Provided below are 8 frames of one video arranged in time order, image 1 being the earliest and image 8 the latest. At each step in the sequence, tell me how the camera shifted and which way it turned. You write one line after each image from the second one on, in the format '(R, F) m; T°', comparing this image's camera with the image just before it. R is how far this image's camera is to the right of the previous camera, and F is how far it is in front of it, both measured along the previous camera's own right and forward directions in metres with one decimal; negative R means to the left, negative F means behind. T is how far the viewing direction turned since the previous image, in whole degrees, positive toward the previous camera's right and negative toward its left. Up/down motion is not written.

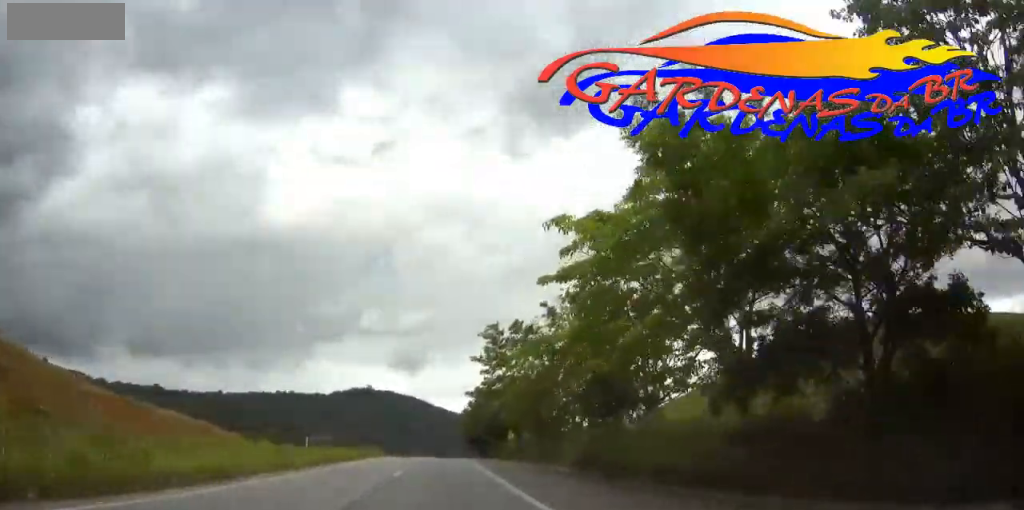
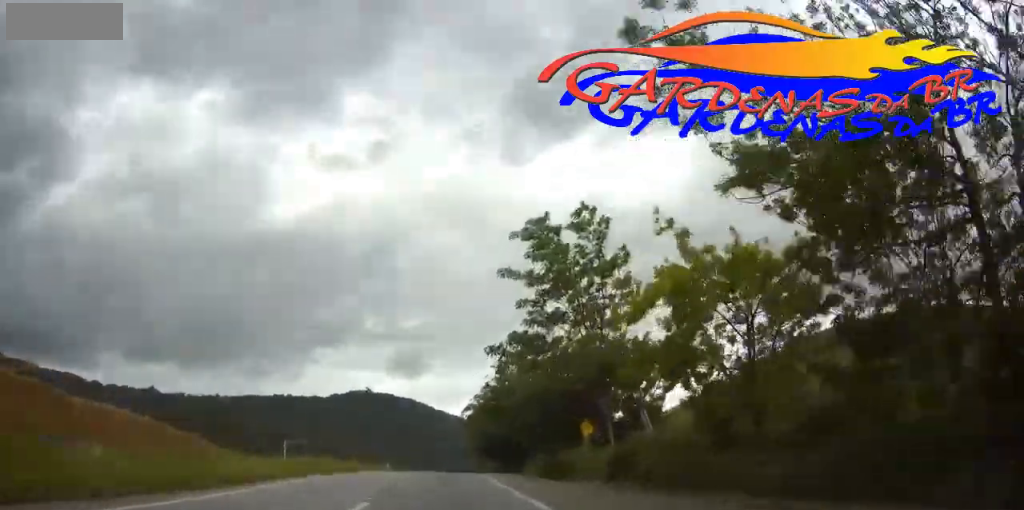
(0.0, +31.3) m; 0°
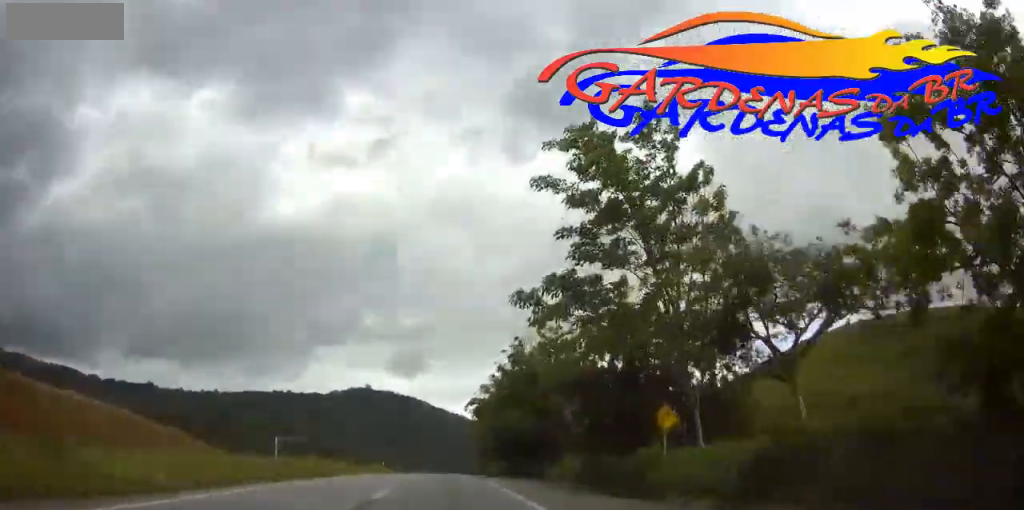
(0.0, +10.3) m; 0°
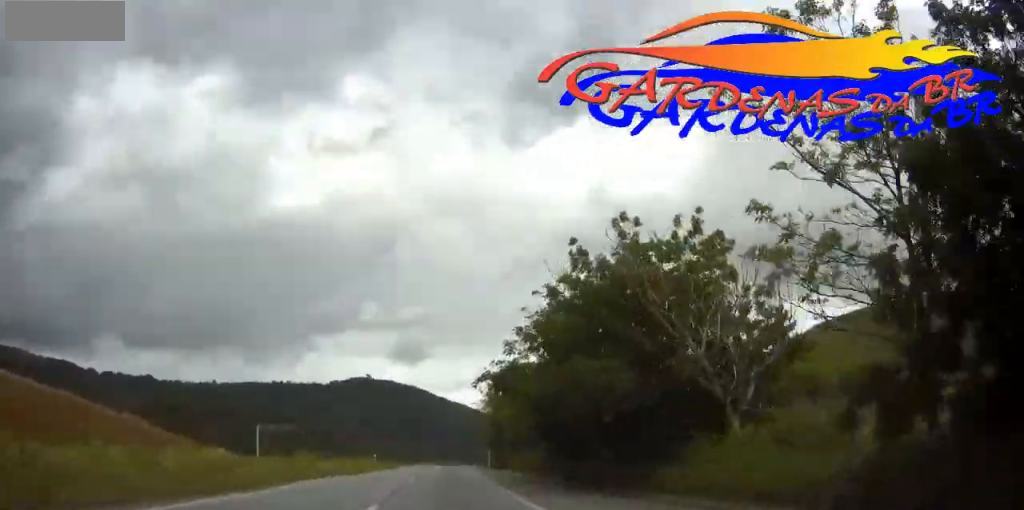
(0.0, +19.4) m; 0°
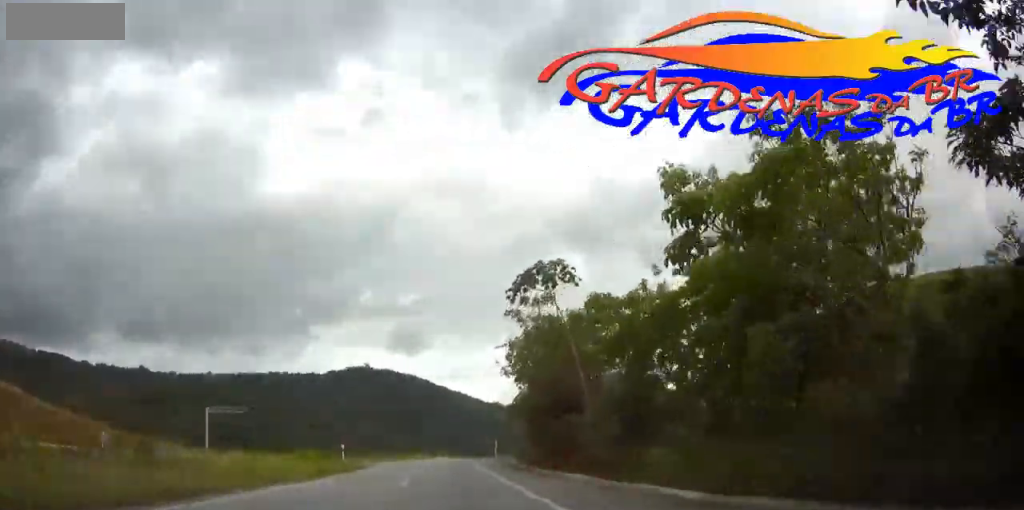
(+0.2, +36.2) m; 0°
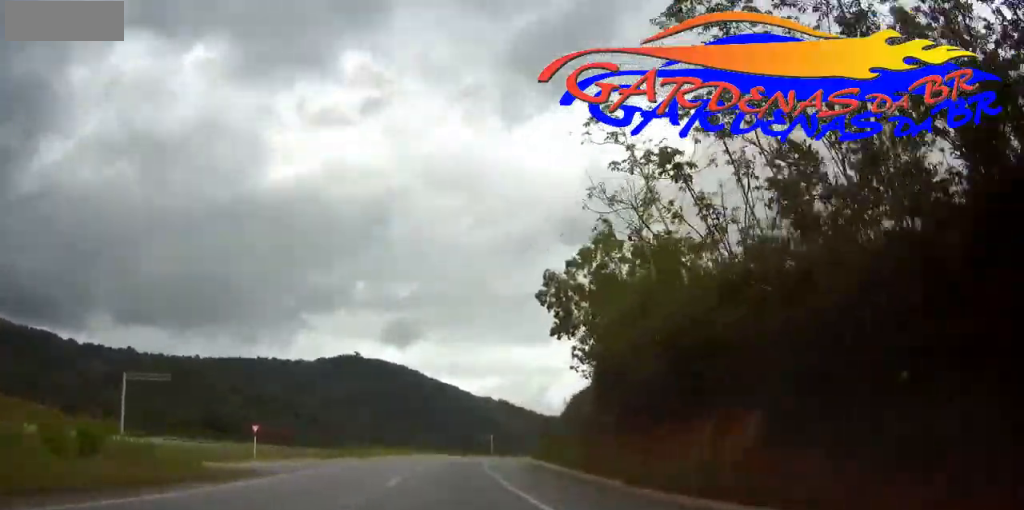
(0.0, +31.7) m; 0°
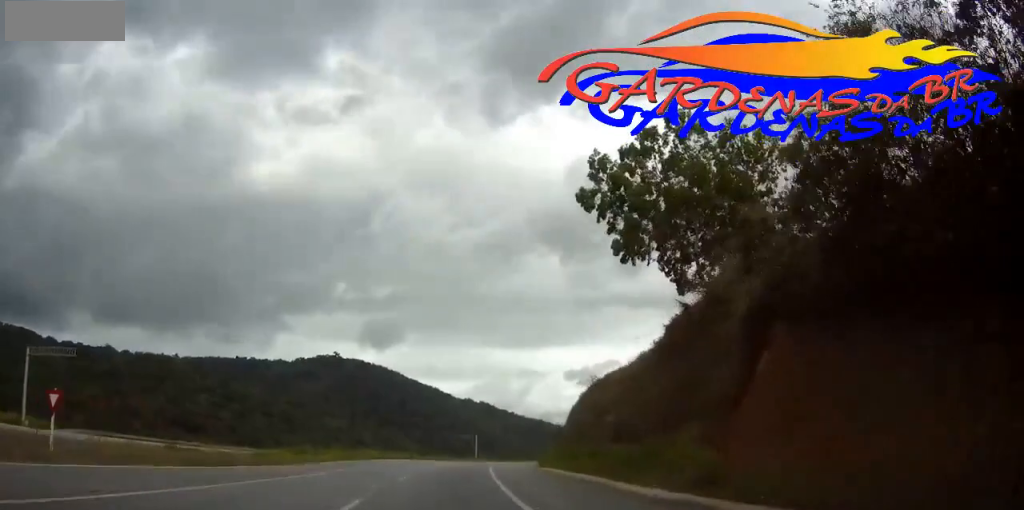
(+0.1, +22.2) m; +1°
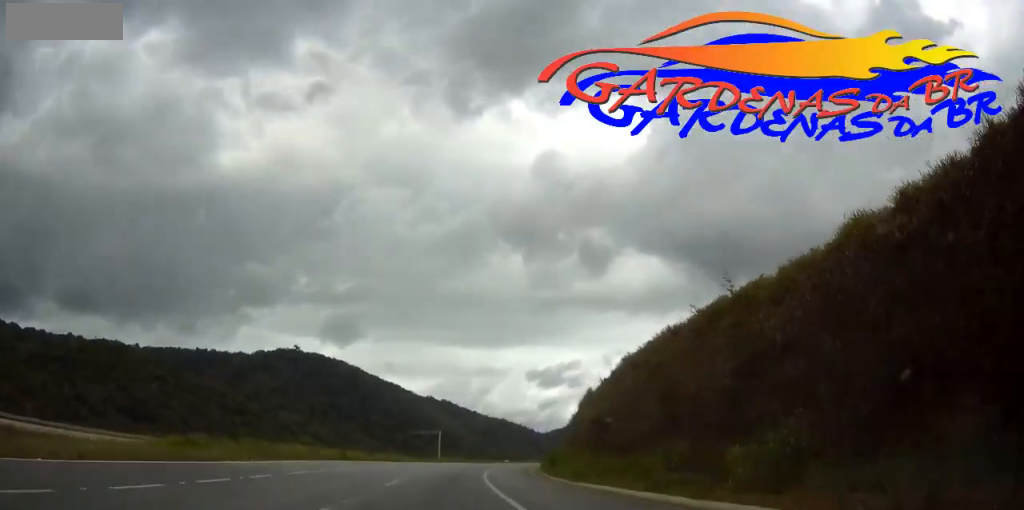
(+0.6, +31.4) m; +3°
